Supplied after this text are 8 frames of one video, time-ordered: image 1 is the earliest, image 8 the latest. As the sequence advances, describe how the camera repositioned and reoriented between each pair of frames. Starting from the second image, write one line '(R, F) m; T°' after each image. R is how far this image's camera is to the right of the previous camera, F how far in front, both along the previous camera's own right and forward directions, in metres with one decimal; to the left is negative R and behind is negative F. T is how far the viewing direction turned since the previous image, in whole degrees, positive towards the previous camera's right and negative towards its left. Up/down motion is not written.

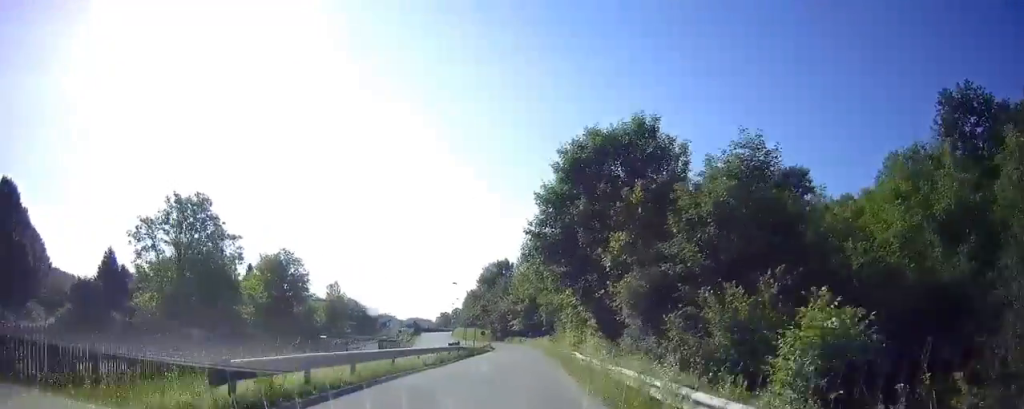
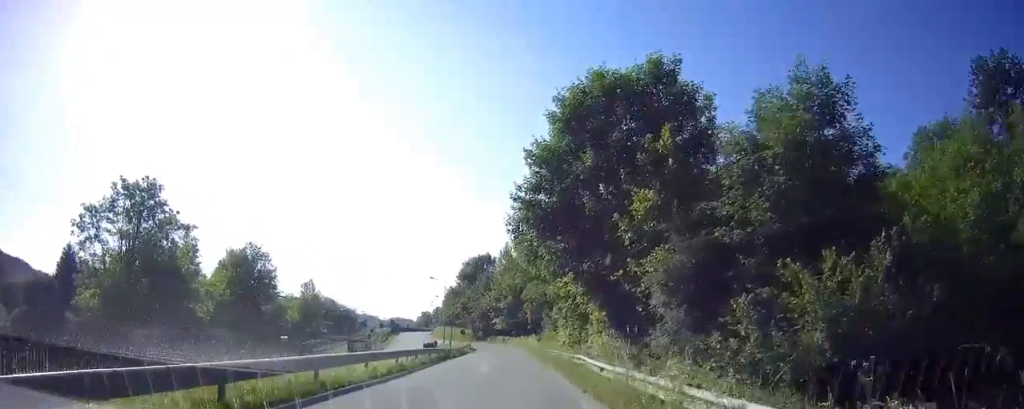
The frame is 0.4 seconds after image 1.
(+0.3, +5.9) m; +1°
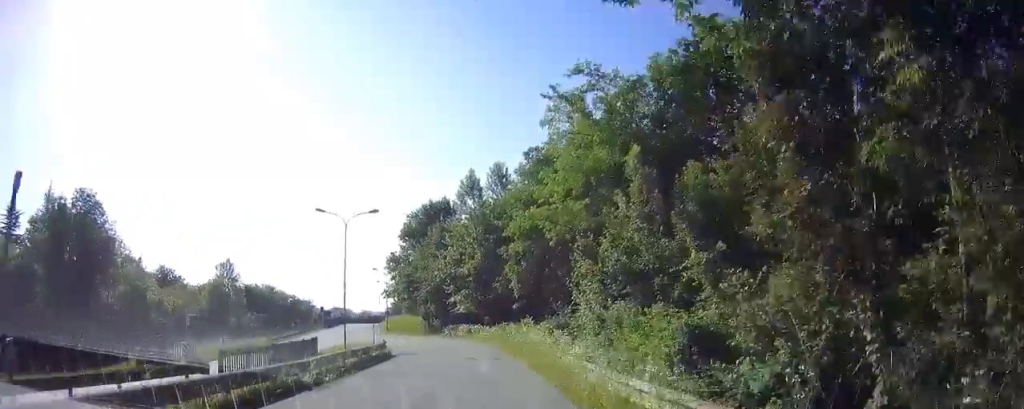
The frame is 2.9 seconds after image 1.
(-0.5, +28.3) m; -3°
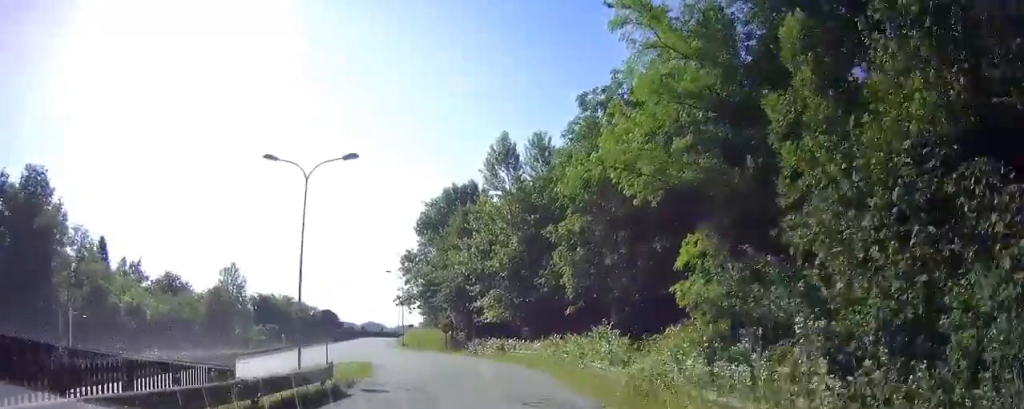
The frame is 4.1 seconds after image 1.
(-0.3, +11.1) m; -2°
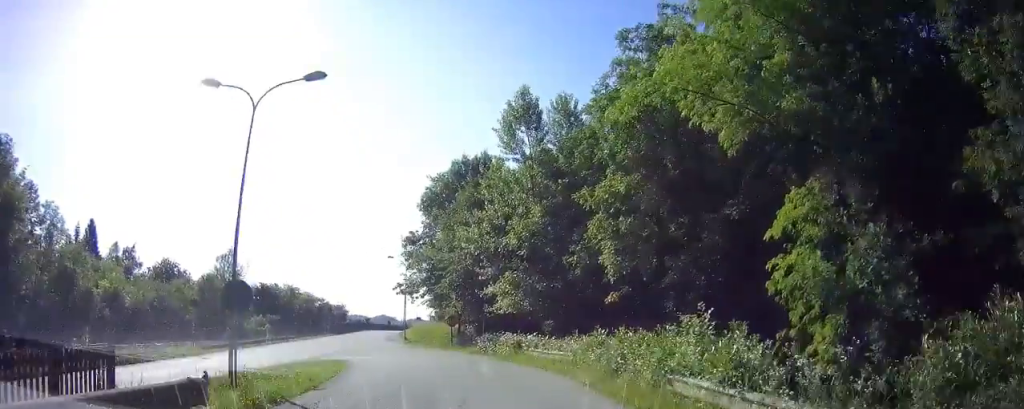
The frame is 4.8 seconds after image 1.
(+0.1, +6.0) m; -1°
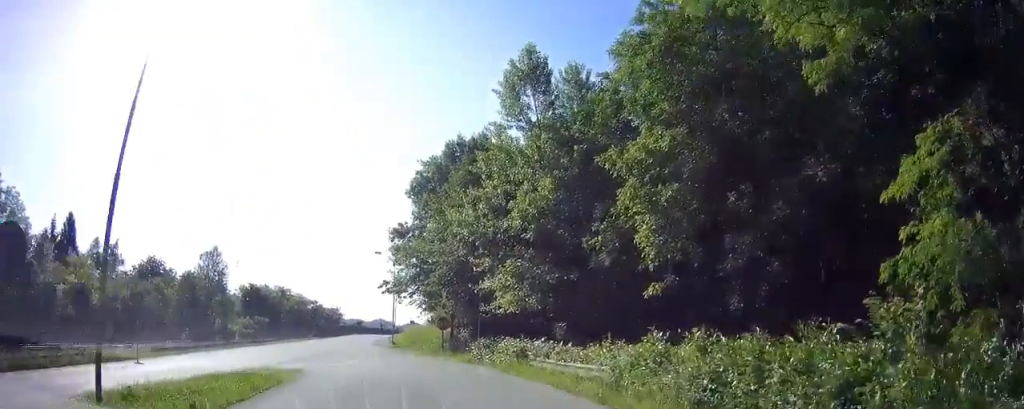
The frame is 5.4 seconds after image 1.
(-0.2, +4.8) m; -2°
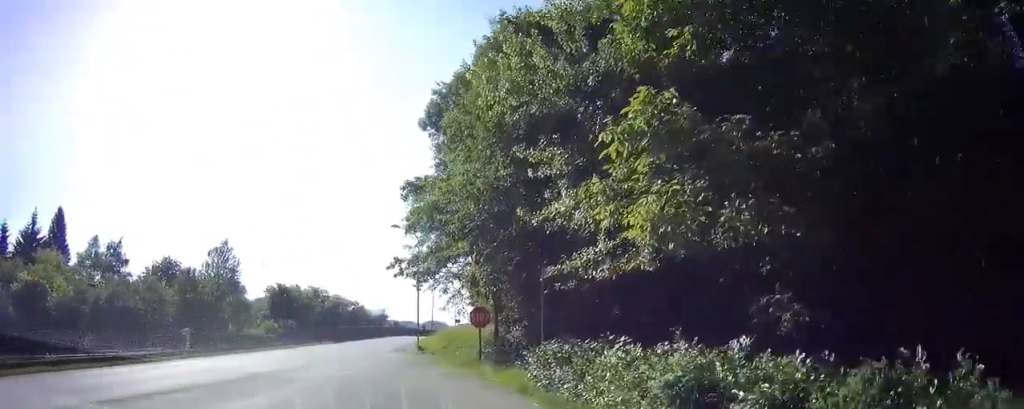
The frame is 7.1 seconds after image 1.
(-0.9, +11.7) m; -12°
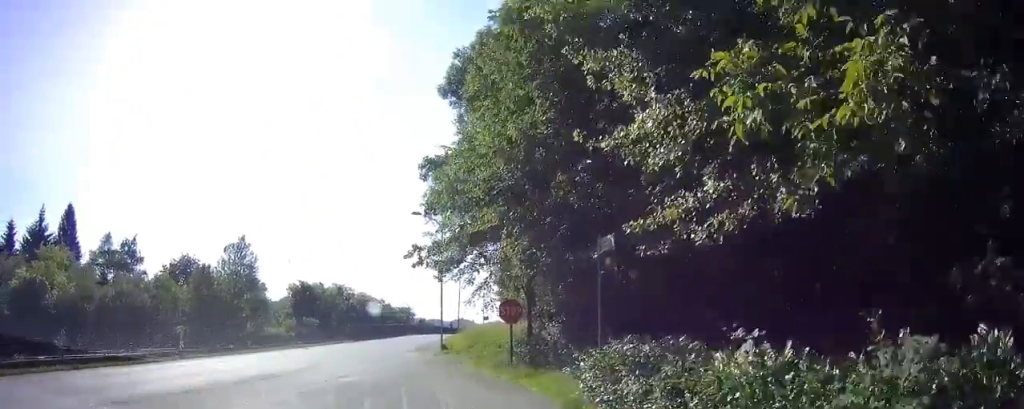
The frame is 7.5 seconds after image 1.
(-0.3, +2.6) m; -4°
